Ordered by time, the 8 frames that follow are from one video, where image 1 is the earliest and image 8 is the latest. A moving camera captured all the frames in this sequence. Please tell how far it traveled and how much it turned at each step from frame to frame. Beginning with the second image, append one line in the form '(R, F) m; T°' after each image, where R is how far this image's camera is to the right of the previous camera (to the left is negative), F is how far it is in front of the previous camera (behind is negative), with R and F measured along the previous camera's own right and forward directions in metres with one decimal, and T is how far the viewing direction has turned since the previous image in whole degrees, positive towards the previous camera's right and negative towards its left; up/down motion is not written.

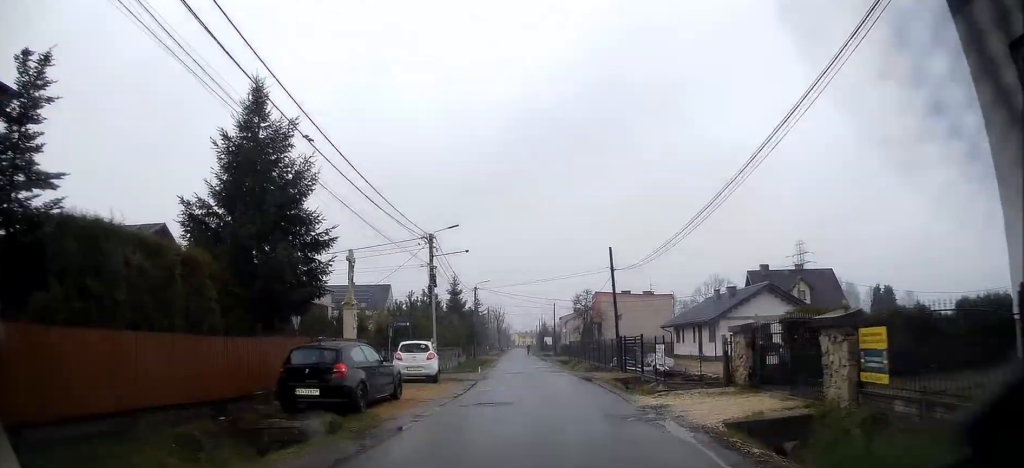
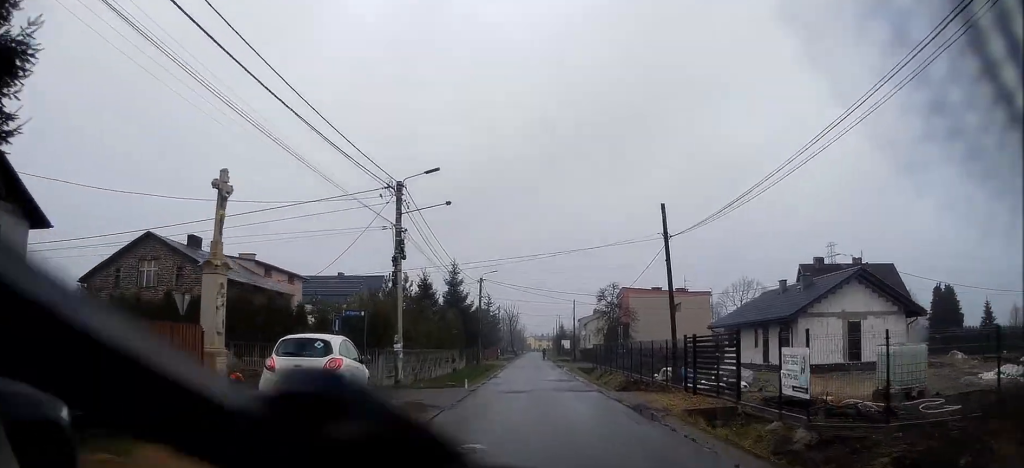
(-0.3, +11.6) m; -1°
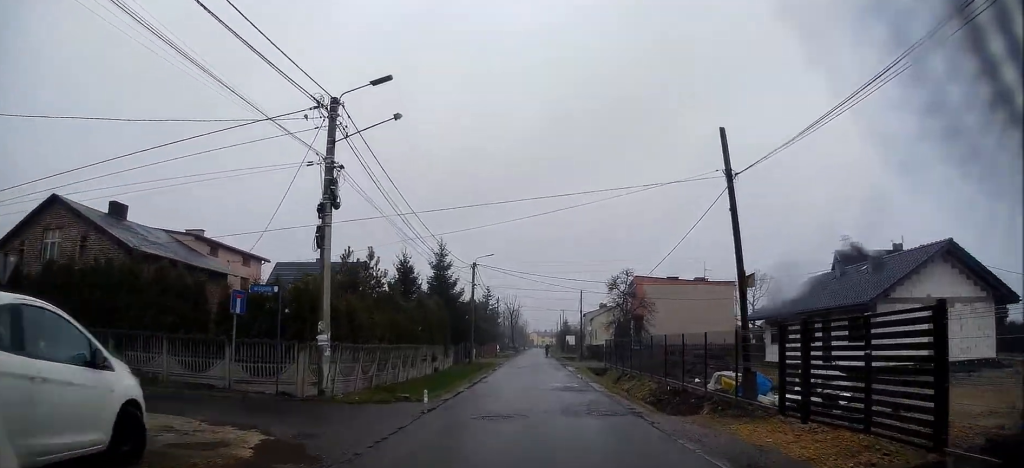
(+0.1, +8.3) m; +1°
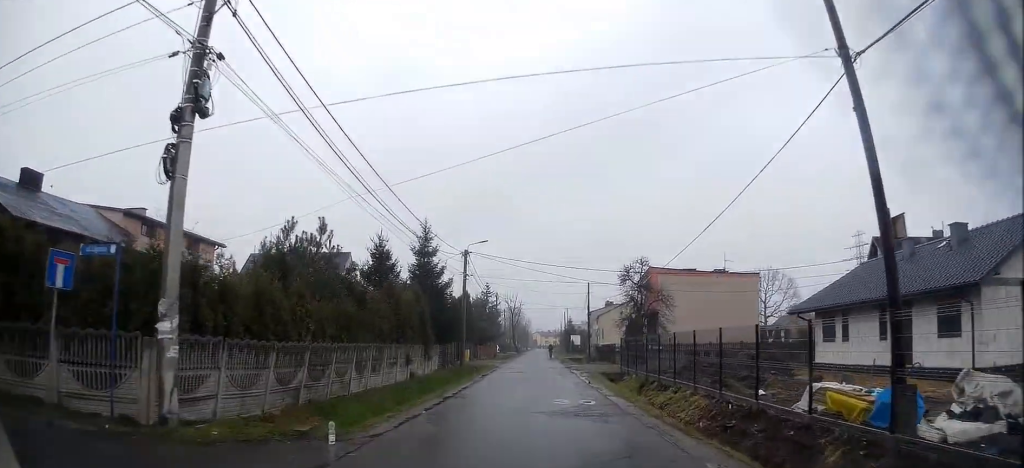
(0.0, +6.9) m; 0°
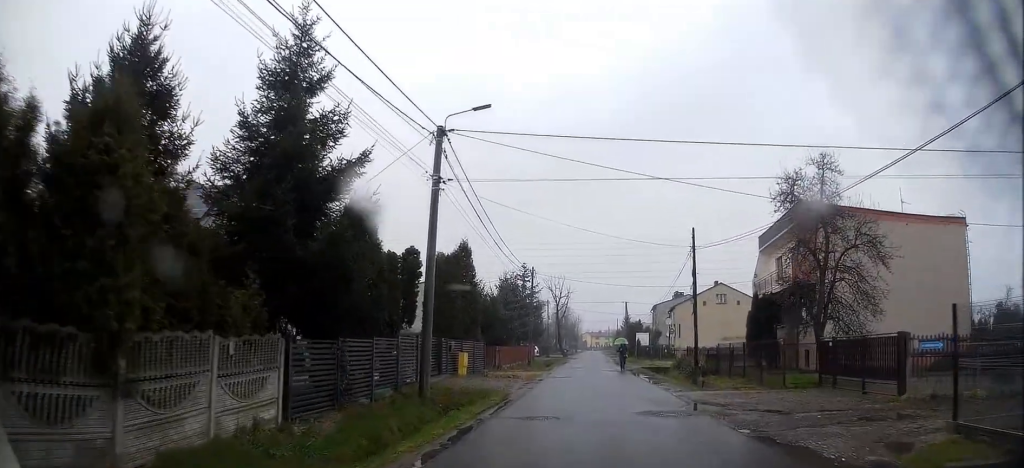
(-1.0, +25.4) m; -4°
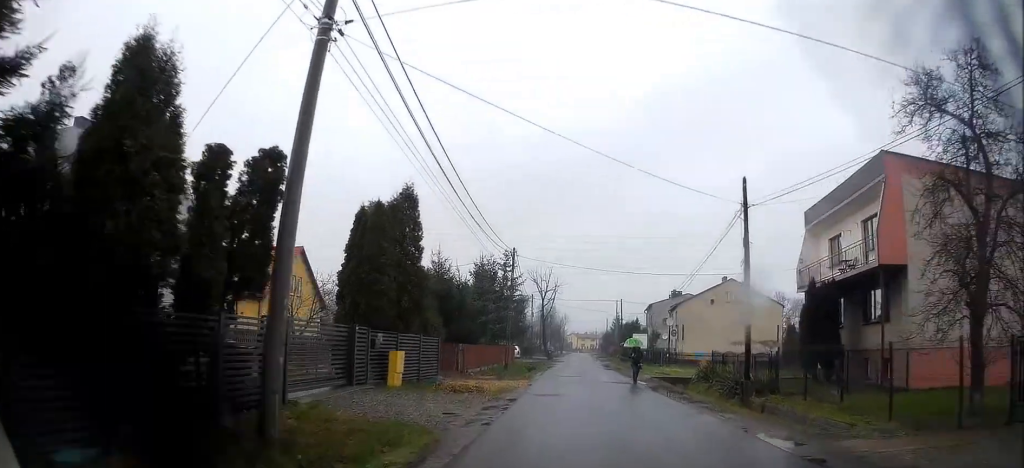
(0.0, +9.7) m; 0°
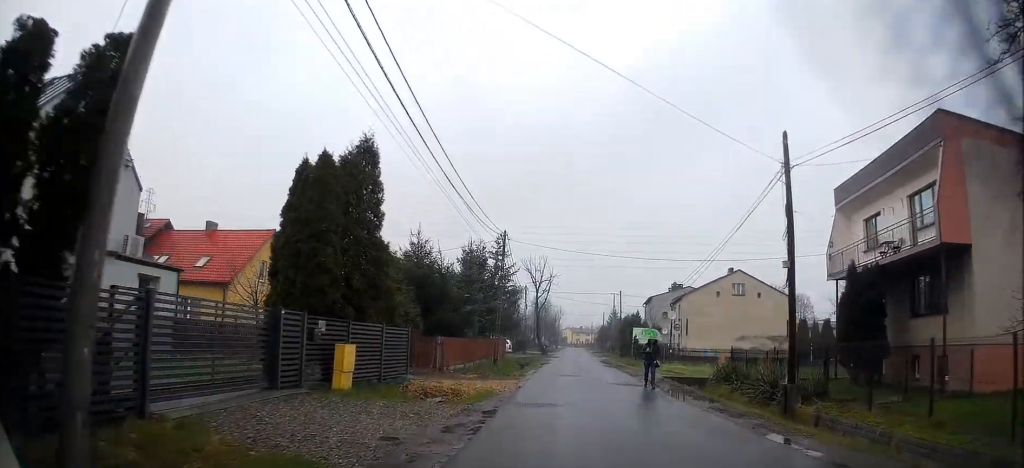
(0.0, +4.2) m; 0°
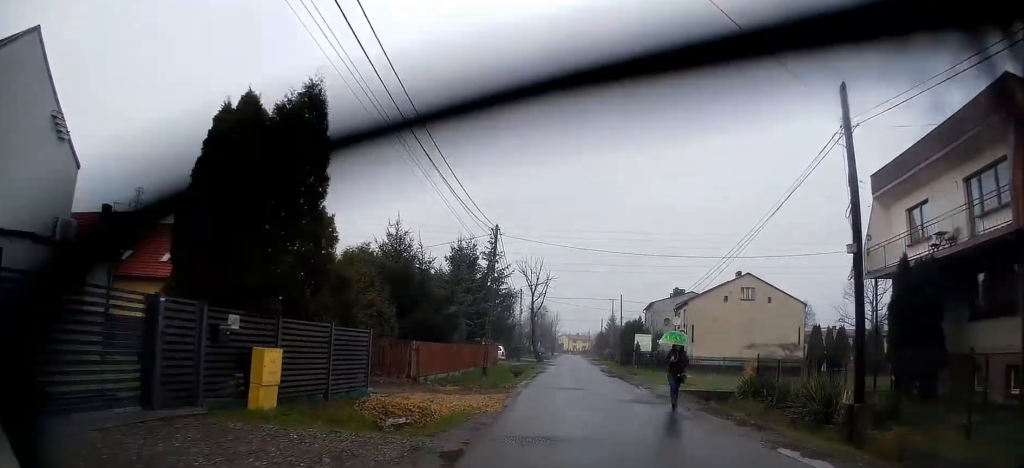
(0.0, +3.9) m; 0°
